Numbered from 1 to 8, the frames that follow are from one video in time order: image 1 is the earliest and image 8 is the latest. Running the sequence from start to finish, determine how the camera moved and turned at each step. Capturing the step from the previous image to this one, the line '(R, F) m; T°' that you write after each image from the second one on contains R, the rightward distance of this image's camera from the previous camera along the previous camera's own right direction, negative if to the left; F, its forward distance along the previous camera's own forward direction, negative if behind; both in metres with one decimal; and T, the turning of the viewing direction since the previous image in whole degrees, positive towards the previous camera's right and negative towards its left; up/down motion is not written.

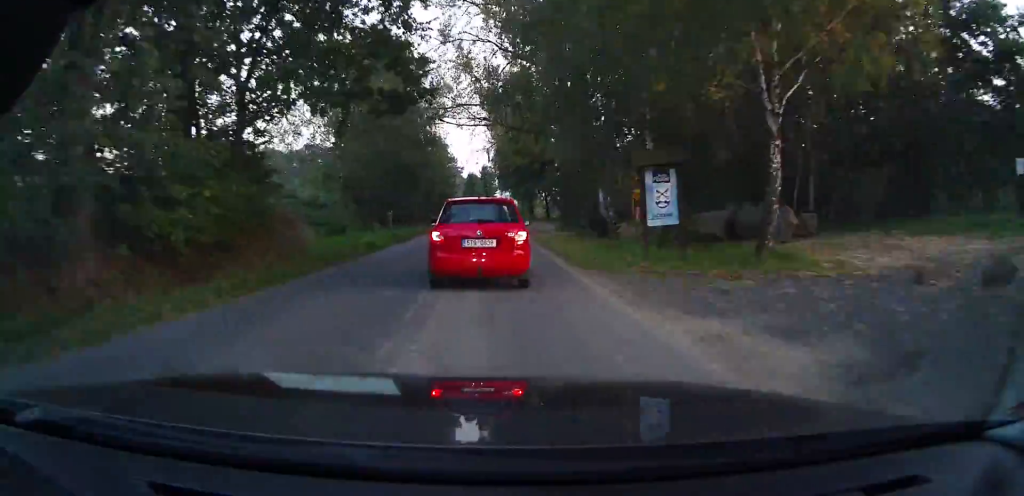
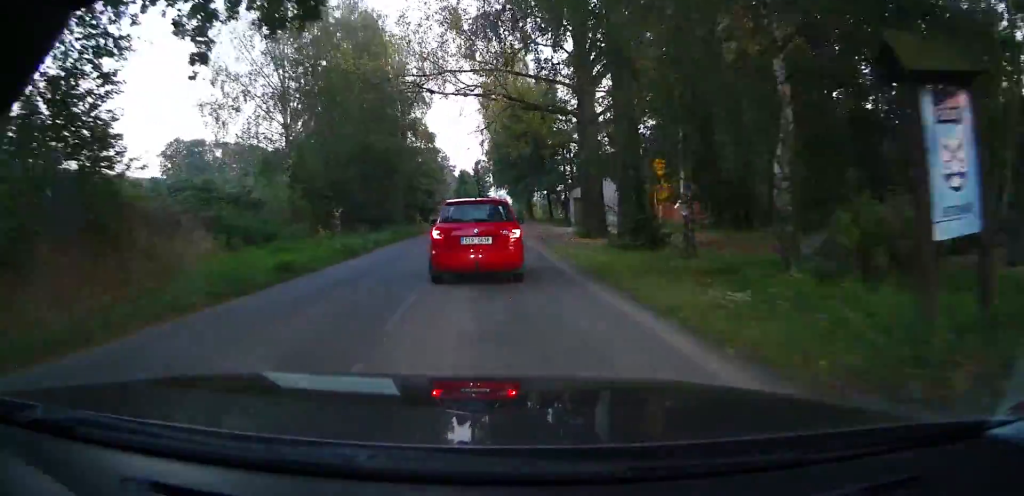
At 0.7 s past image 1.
(0.0, +9.6) m; +1°
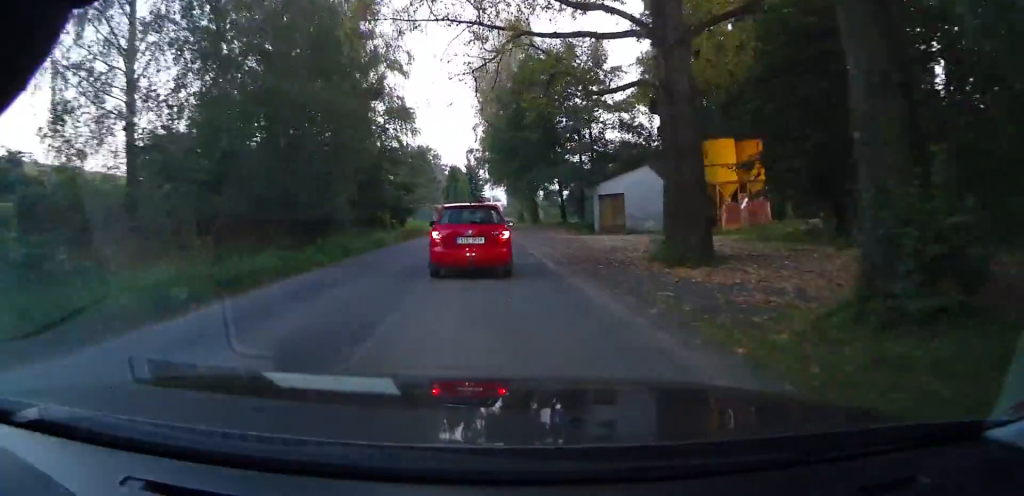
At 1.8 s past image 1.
(+0.2, +14.5) m; +1°
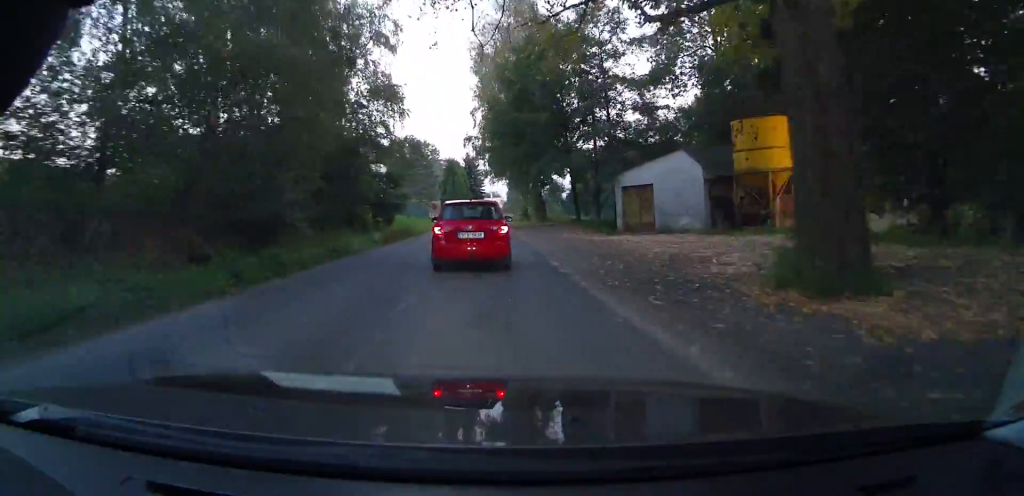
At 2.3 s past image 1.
(0.0, +6.9) m; 0°
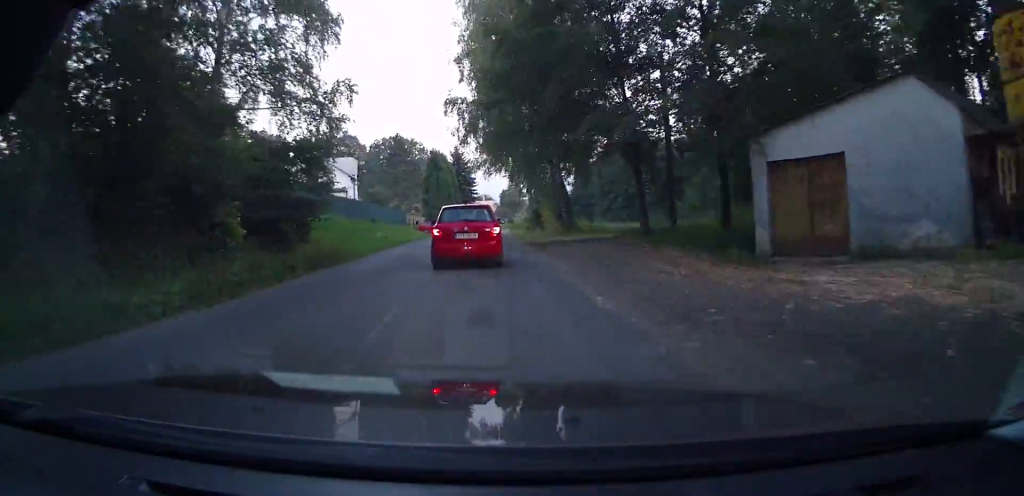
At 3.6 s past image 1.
(0.0, +19.1) m; -1°
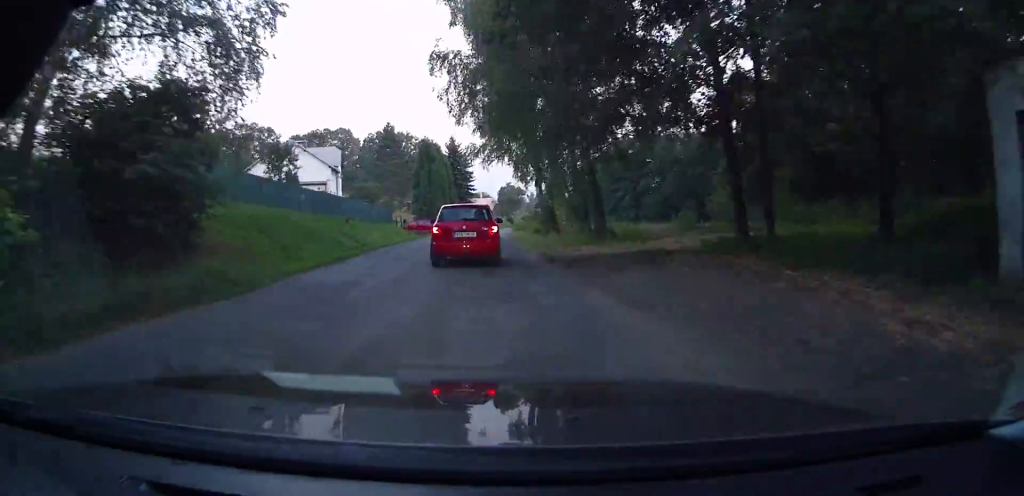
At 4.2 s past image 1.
(0.0, +9.3) m; 0°
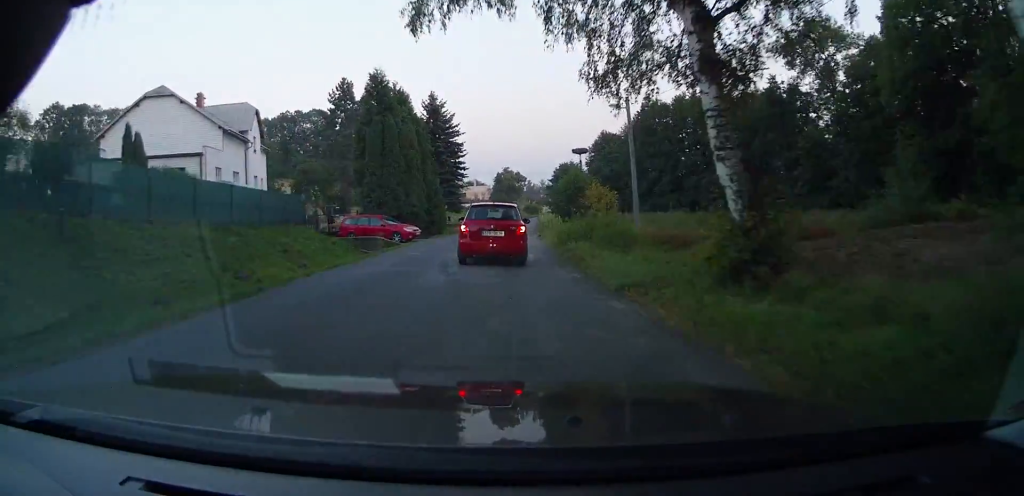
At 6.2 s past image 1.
(+0.4, +30.0) m; +2°
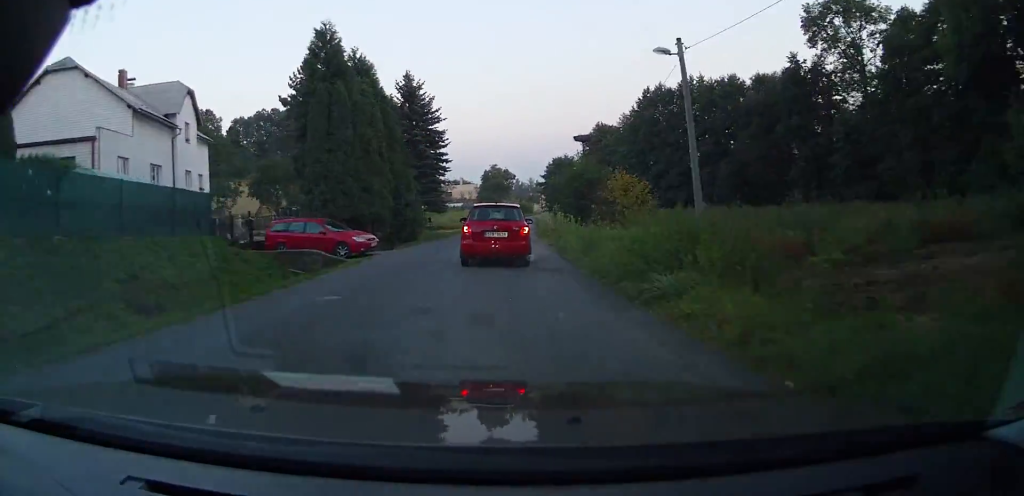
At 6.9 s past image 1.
(0.0, +10.5) m; 0°
